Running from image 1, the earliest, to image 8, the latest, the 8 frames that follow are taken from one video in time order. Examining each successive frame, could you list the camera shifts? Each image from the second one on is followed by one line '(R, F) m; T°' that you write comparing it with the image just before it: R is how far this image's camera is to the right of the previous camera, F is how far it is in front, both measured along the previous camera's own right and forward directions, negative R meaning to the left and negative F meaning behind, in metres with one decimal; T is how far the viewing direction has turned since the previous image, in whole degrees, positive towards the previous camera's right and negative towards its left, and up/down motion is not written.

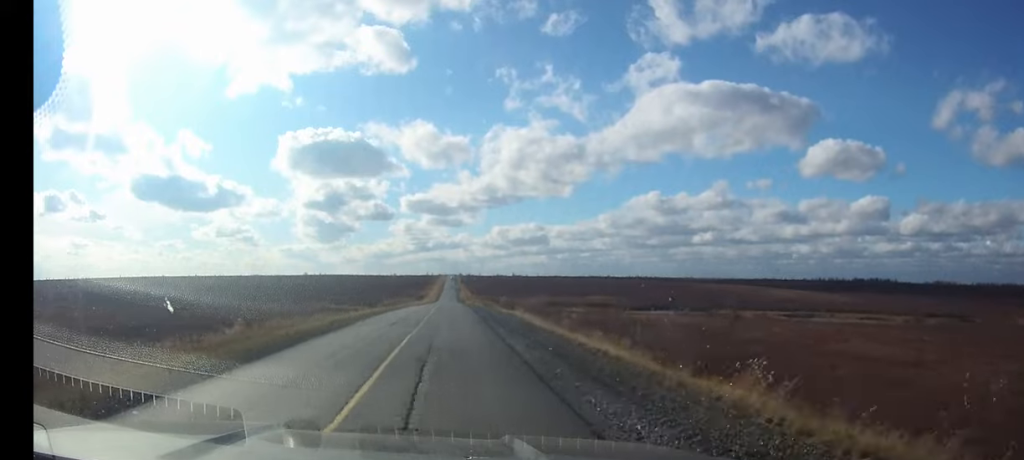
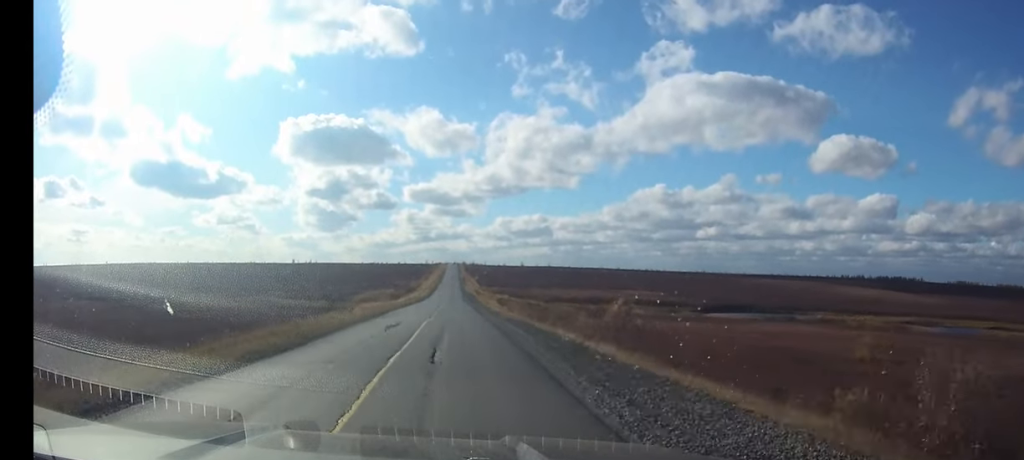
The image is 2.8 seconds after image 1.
(0.0, +65.2) m; 0°
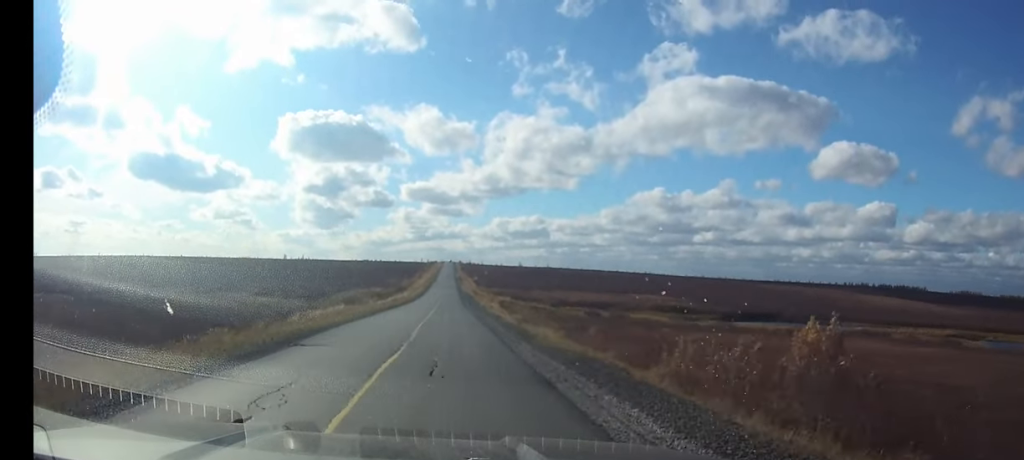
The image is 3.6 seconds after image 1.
(0.0, +20.4) m; 0°
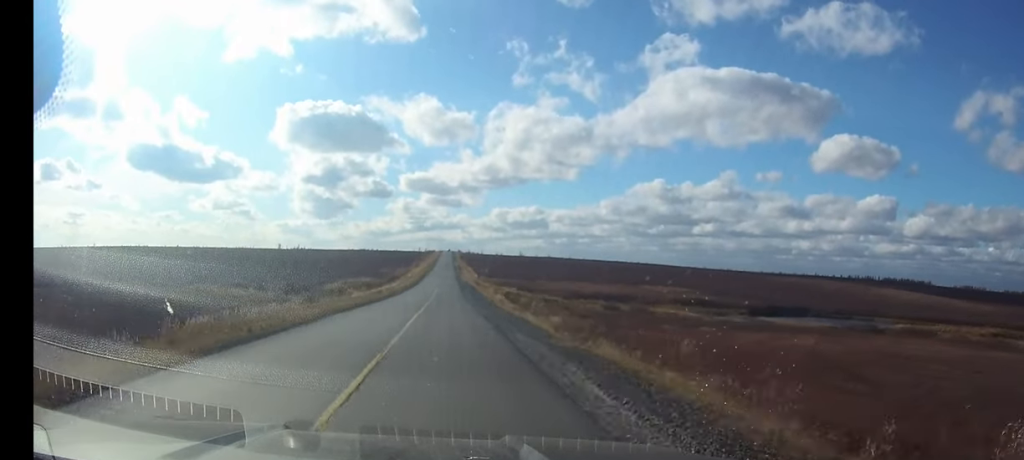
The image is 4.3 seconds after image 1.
(0.0, +16.8) m; 0°
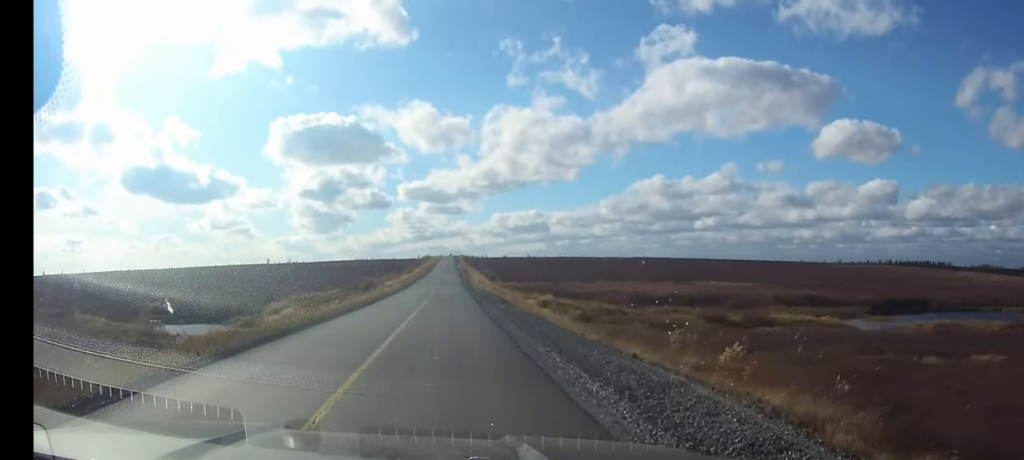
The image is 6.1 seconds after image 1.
(-0.1, +44.7) m; 0°
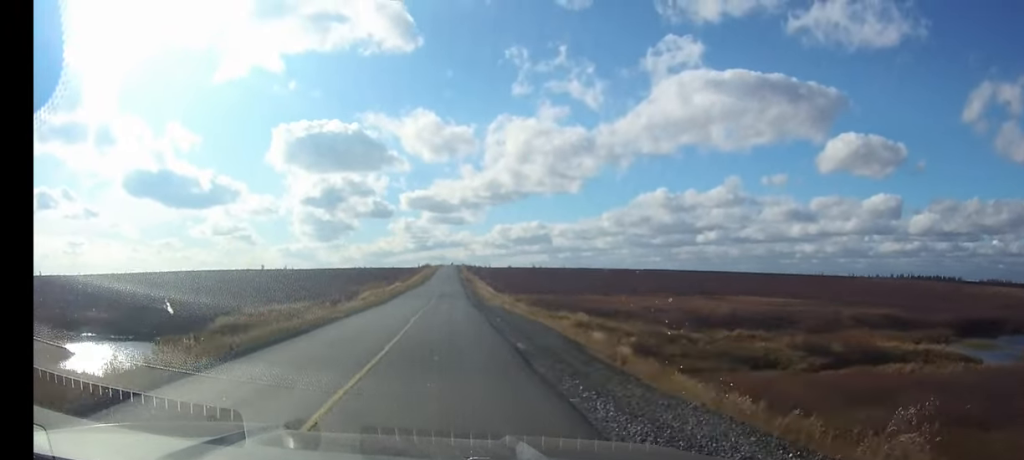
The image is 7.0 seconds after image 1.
(0.0, +22.0) m; 0°
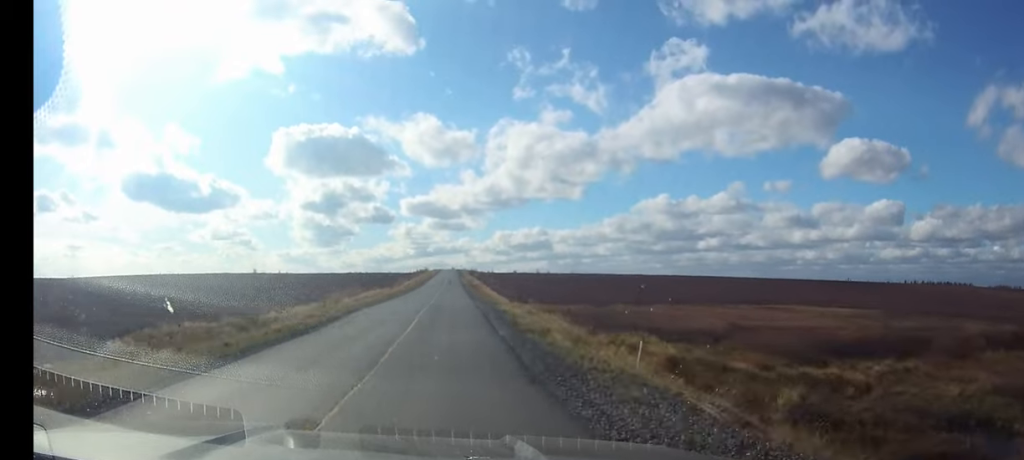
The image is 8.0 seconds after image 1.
(0.0, +26.0) m; 0°
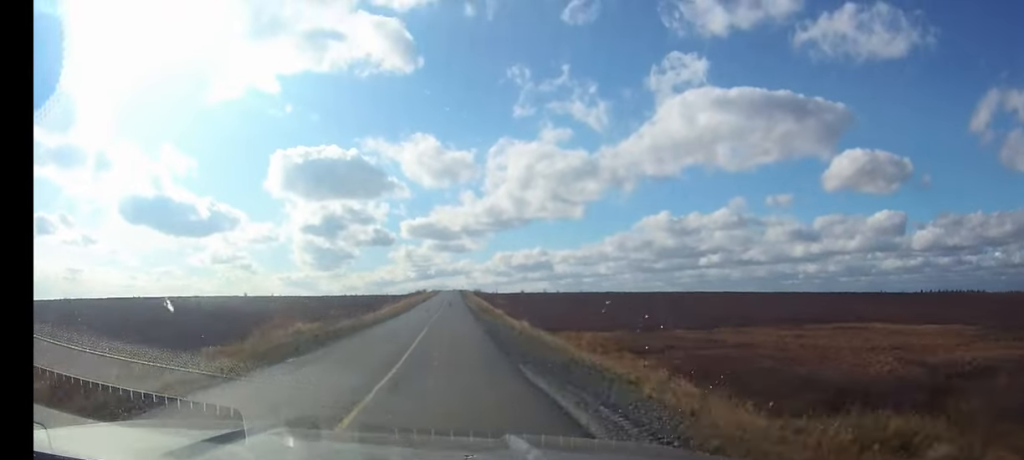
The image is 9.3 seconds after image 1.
(0.0, +30.9) m; 0°
